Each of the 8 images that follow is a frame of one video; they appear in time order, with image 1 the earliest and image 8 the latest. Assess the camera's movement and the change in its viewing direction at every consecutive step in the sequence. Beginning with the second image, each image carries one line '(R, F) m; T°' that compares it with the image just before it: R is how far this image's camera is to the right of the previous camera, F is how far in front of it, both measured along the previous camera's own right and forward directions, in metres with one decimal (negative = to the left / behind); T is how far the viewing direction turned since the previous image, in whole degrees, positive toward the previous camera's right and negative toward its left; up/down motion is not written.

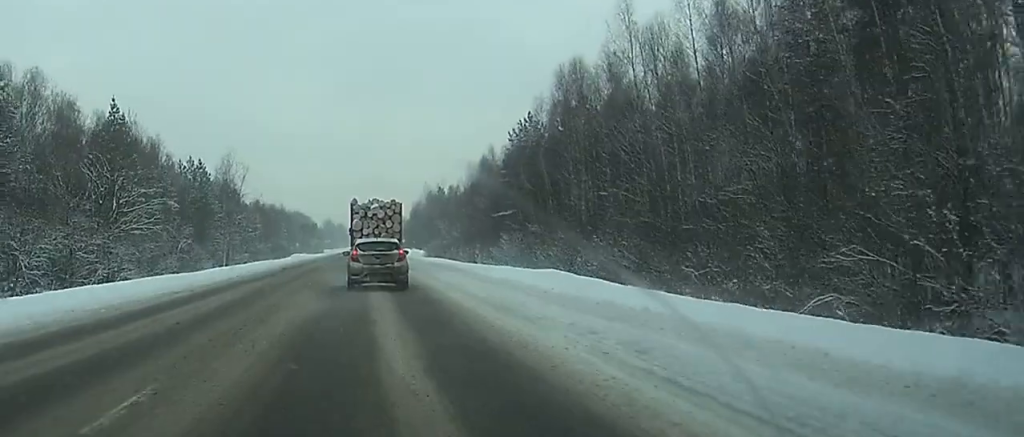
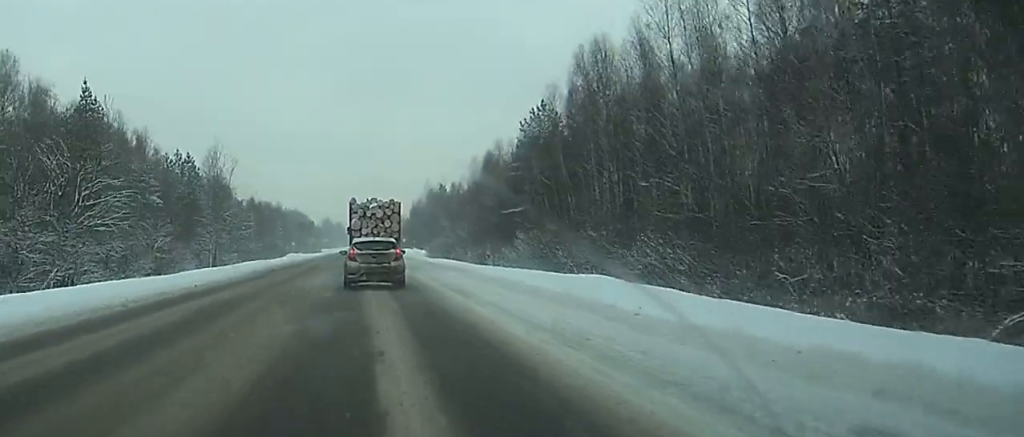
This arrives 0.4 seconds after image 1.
(0.0, +8.0) m; +1°
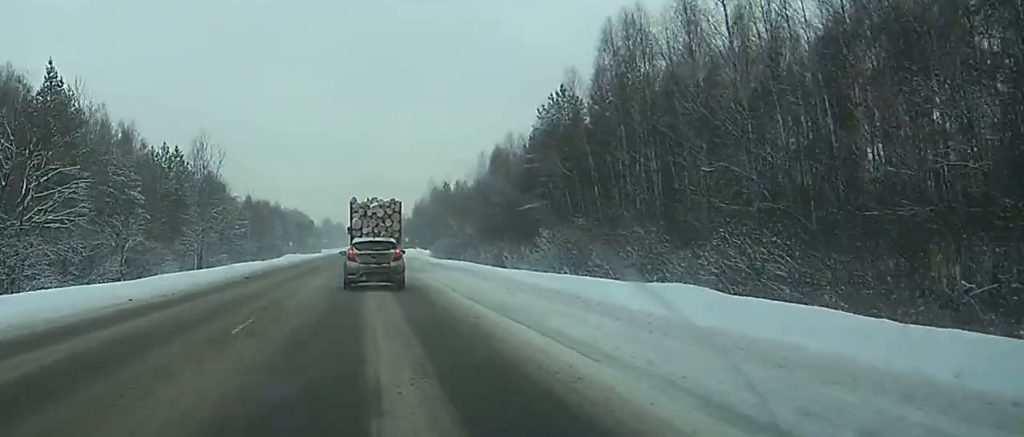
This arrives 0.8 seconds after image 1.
(-0.2, +8.6) m; +2°
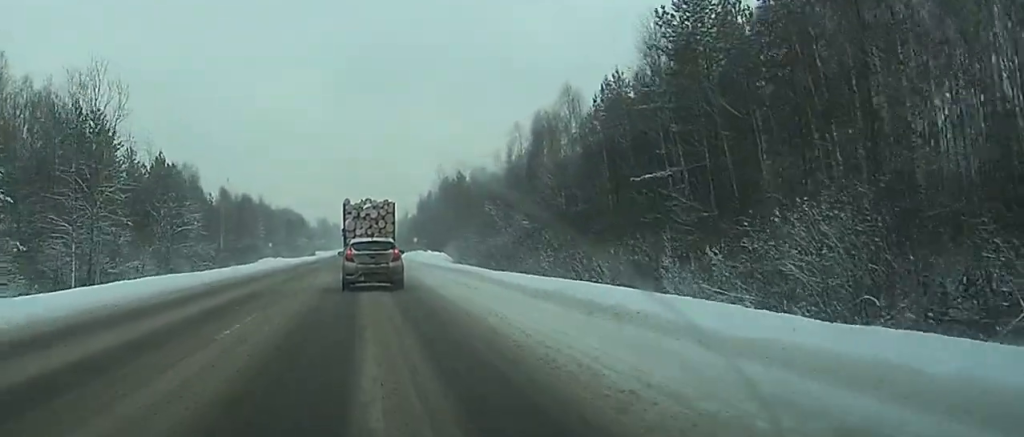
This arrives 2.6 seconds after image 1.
(+1.8, +33.6) m; +1°
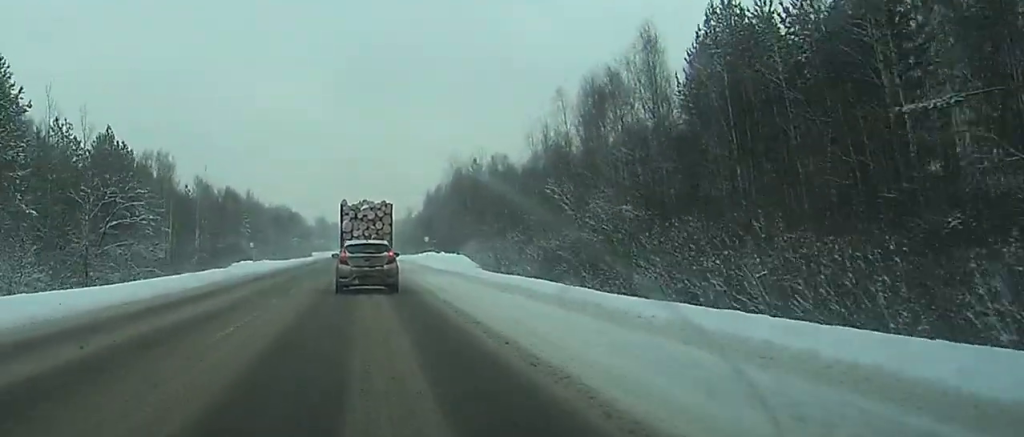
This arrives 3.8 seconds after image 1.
(-0.8, +21.6) m; -2°
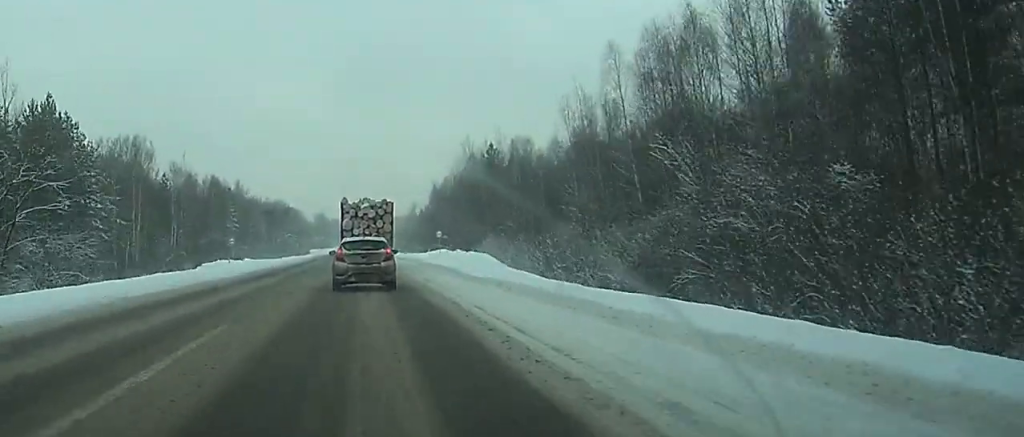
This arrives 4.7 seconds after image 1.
(0.0, +18.1) m; 0°
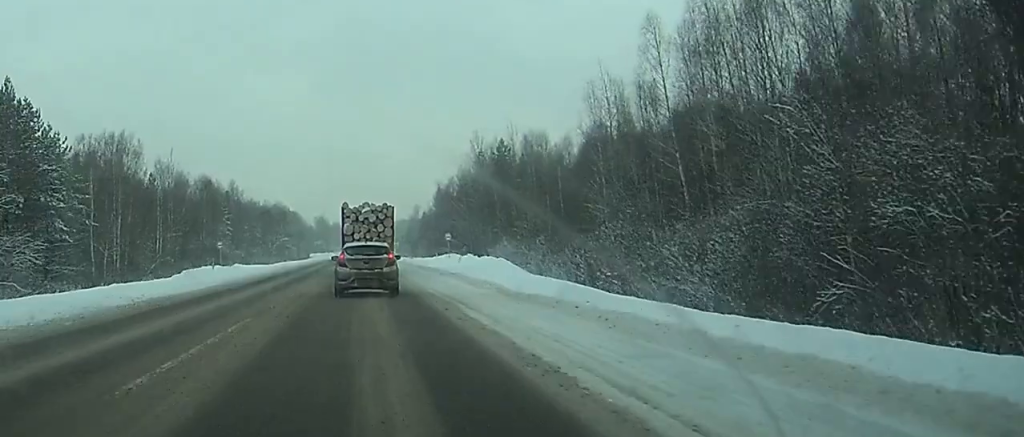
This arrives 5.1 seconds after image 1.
(-0.1, +10.6) m; 0°
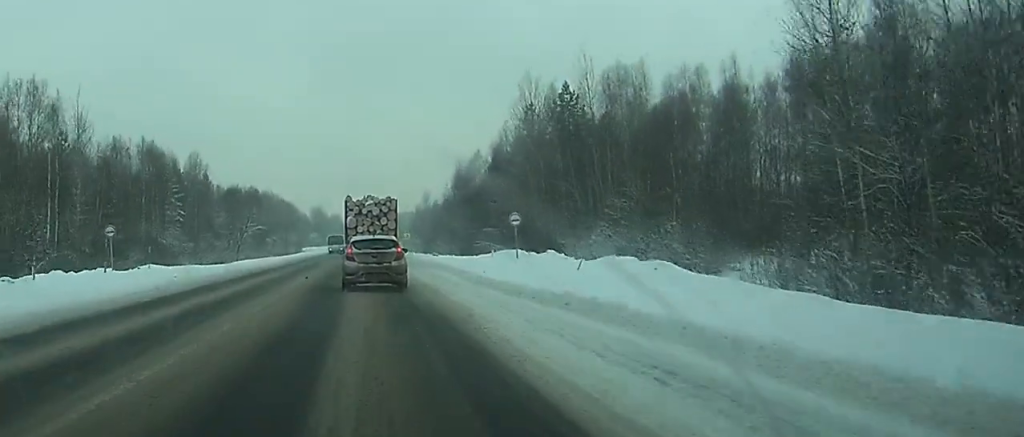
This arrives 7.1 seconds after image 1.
(-0.2, +43.6) m; 0°
